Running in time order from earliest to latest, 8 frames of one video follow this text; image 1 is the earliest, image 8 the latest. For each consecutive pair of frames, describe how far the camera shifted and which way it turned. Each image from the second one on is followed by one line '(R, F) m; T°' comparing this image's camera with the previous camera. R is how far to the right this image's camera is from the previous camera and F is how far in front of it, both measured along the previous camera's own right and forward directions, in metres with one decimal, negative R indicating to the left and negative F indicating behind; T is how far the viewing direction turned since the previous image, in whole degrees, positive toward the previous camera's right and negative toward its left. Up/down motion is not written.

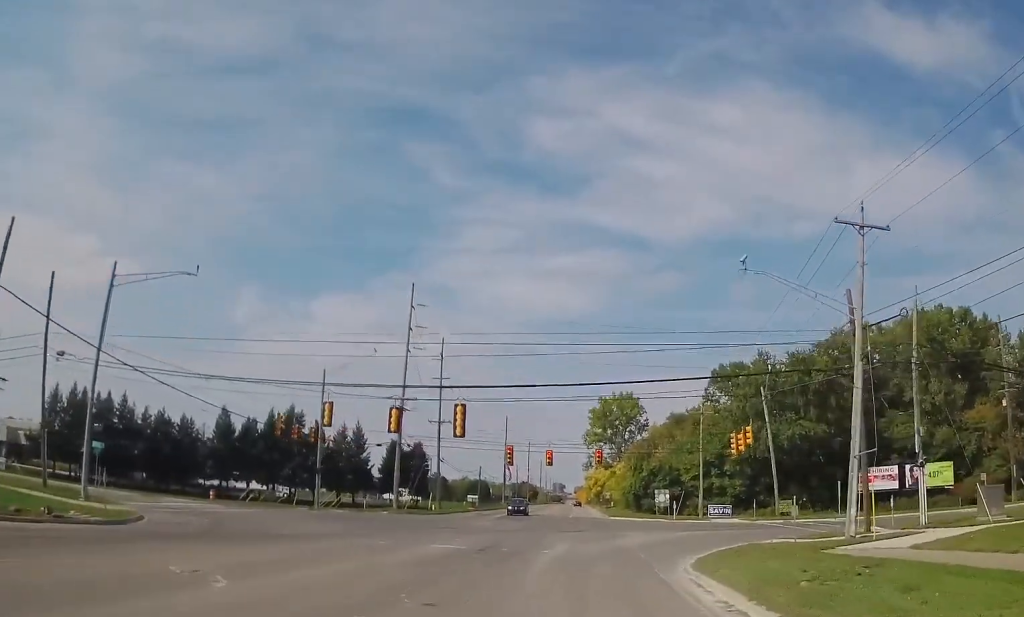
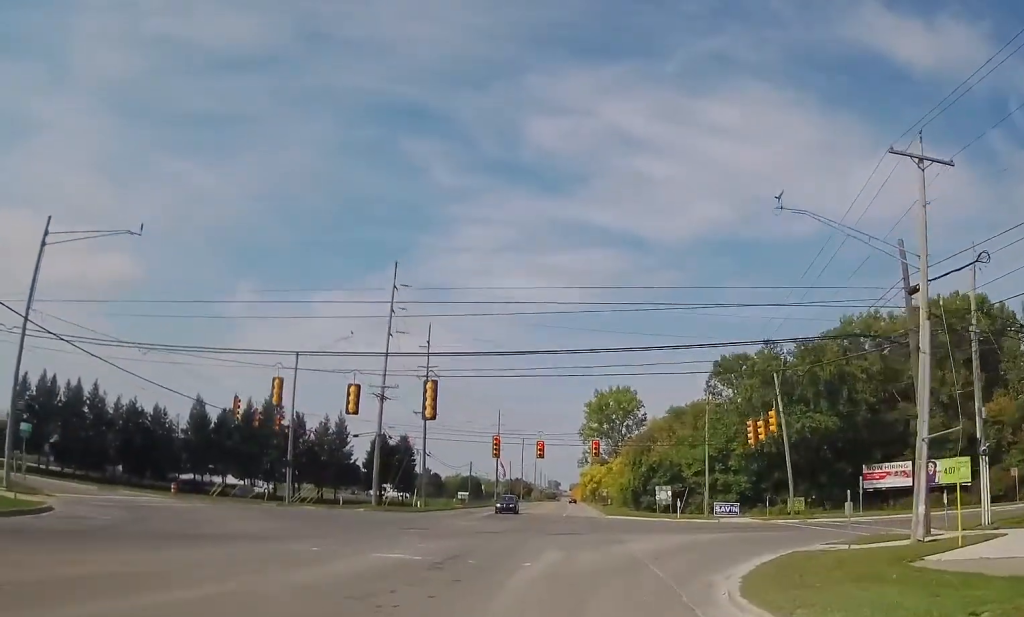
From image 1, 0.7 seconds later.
(0.0, +5.8) m; +2°
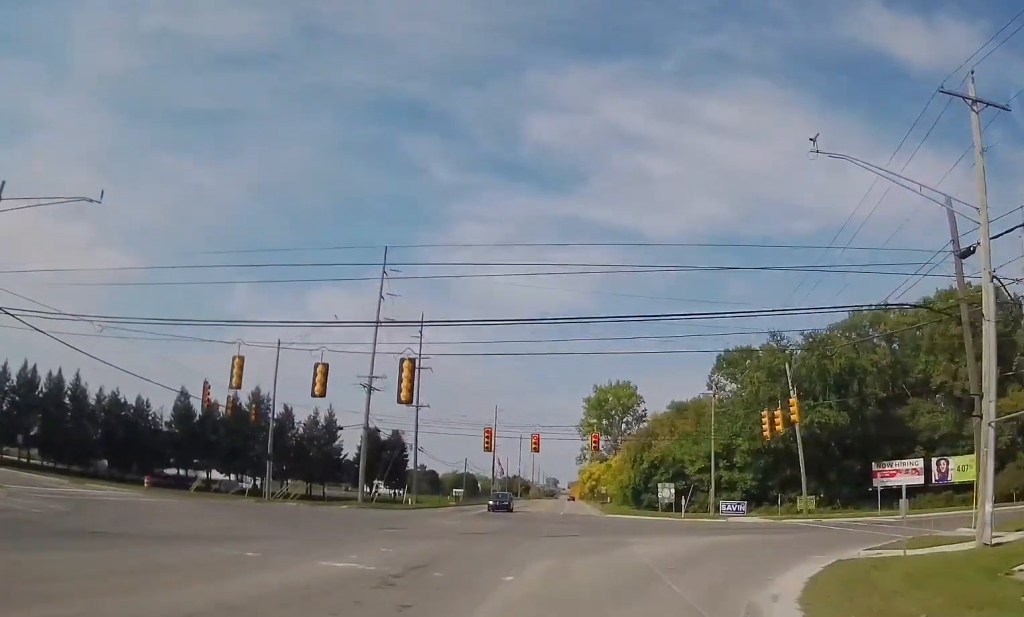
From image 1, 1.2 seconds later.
(+0.2, +3.7) m; +2°
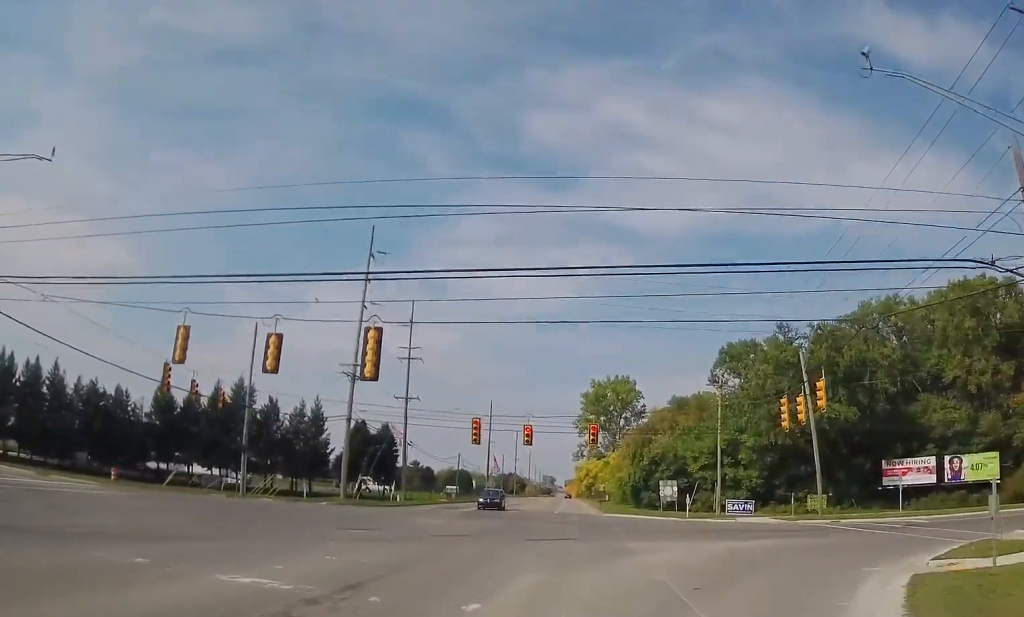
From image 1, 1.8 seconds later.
(+0.1, +4.0) m; +4°
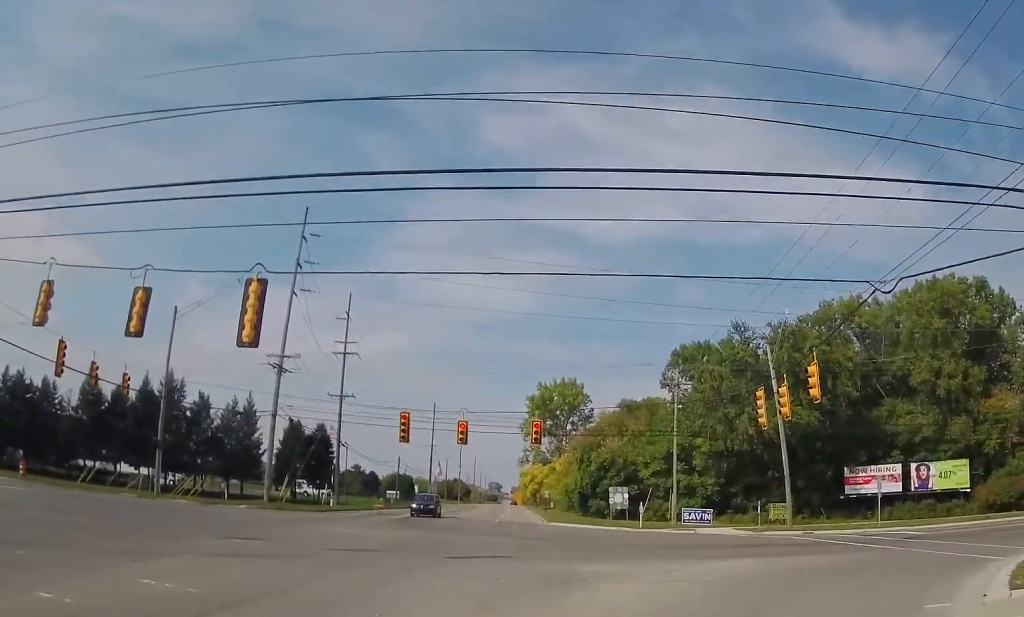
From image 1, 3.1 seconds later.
(+0.6, +5.7) m; +13°
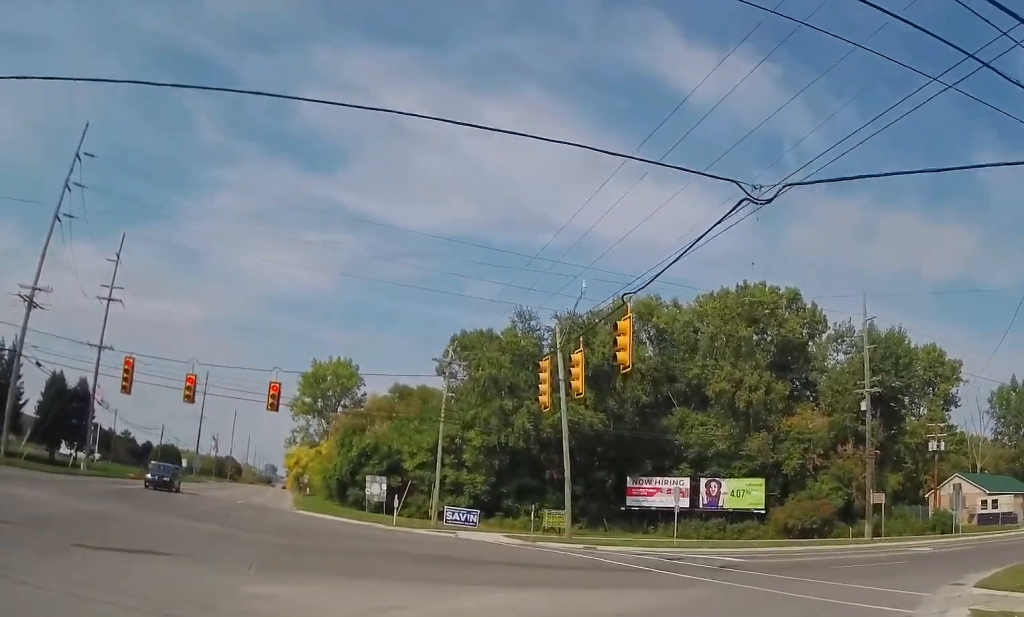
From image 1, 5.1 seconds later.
(+0.5, +6.9) m; +12°
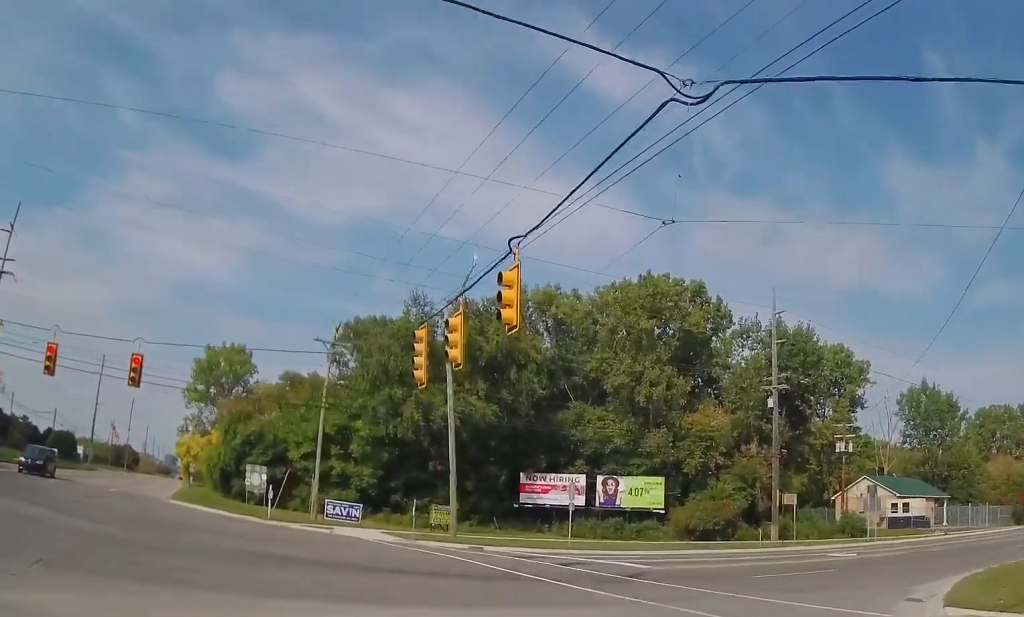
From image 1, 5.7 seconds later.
(+0.1, +2.7) m; +6°
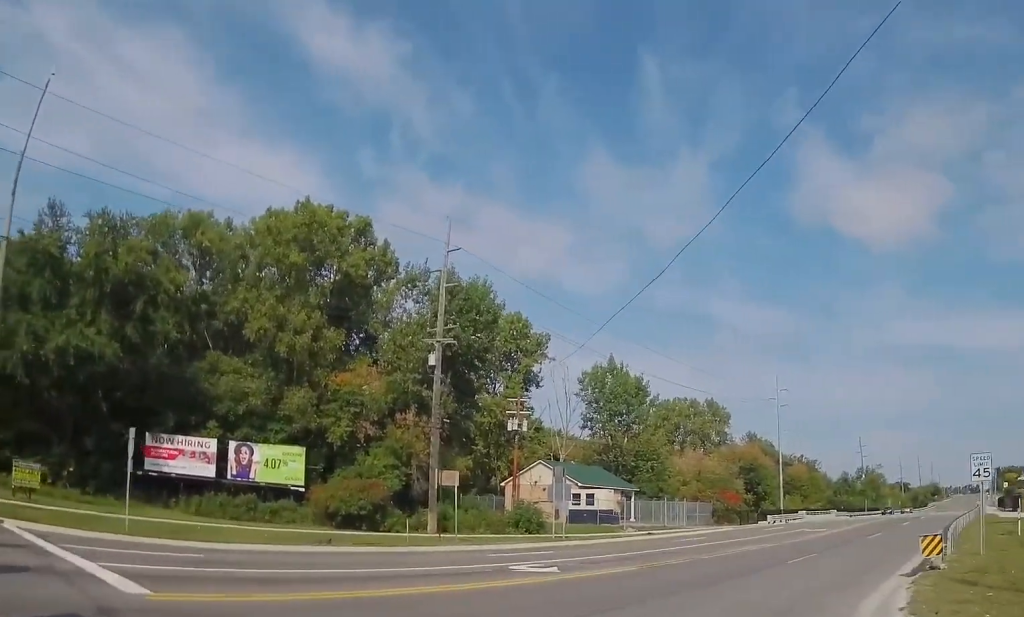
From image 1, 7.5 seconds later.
(+1.2, +9.9) m; +15°
